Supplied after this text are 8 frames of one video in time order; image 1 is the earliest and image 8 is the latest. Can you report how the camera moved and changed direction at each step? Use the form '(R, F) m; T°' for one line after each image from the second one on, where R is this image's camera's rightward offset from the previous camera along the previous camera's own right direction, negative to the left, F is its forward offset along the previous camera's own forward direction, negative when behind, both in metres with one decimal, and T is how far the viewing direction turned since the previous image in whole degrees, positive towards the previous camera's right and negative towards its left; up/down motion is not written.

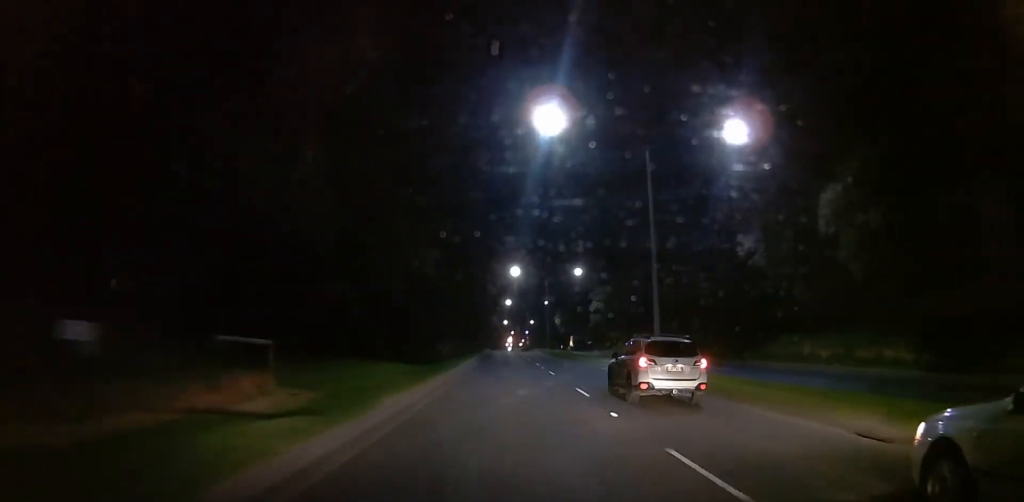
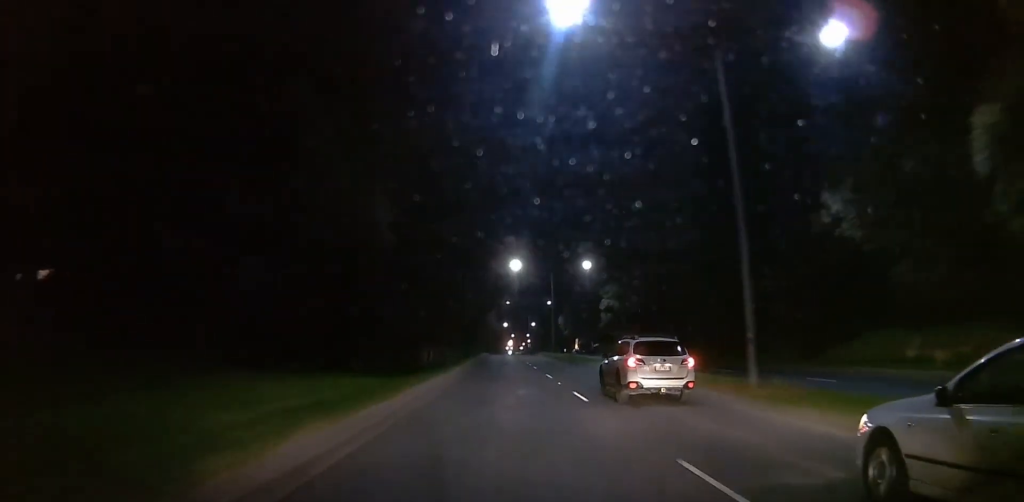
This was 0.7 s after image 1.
(0.0, +12.8) m; 0°
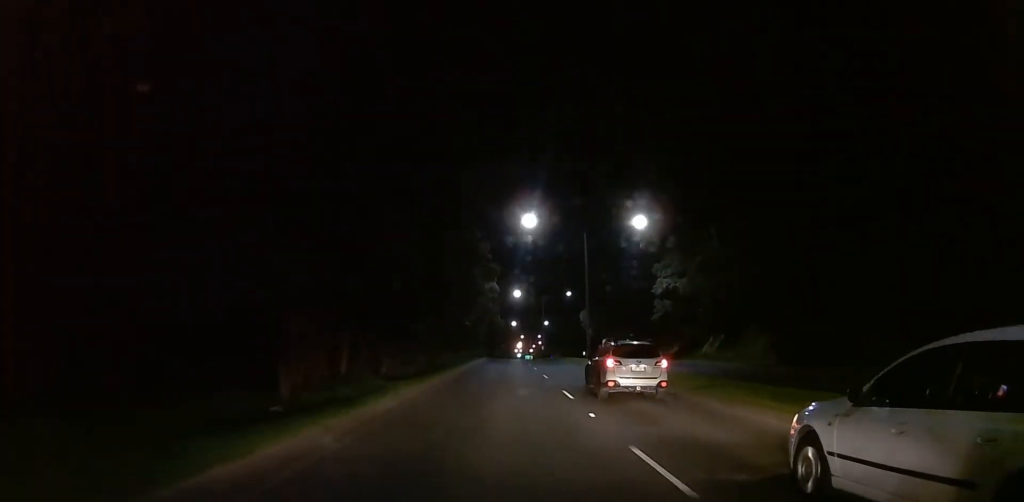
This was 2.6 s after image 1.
(+0.3, +33.1) m; 0°
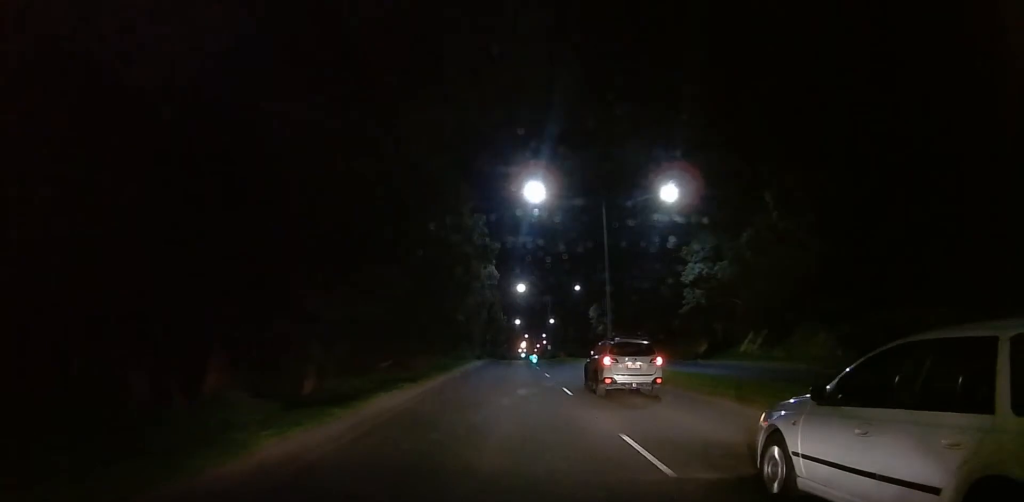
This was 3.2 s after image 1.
(0.0, +10.4) m; 0°
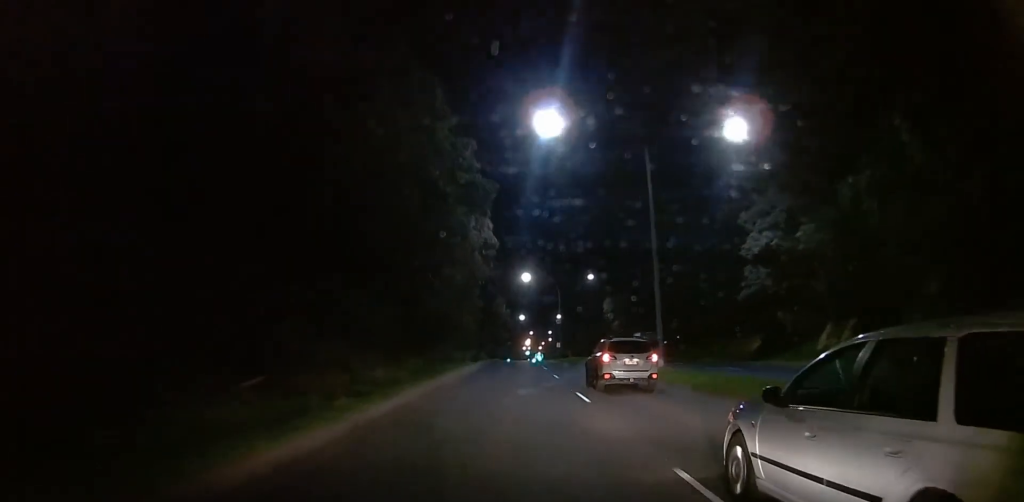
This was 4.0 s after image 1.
(0.0, +14.4) m; -3°
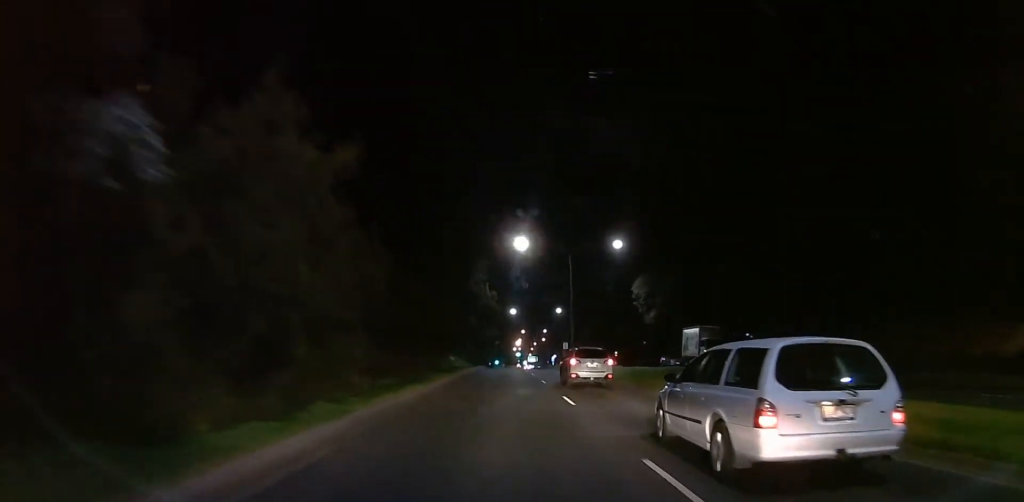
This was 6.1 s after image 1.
(-1.3, +34.9) m; +2°
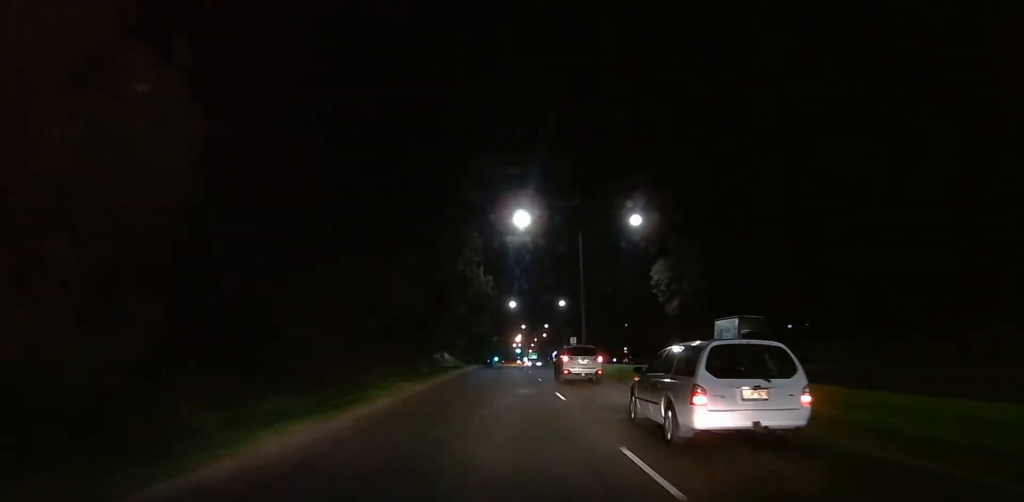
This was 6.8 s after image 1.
(+0.4, +11.7) m; +2°
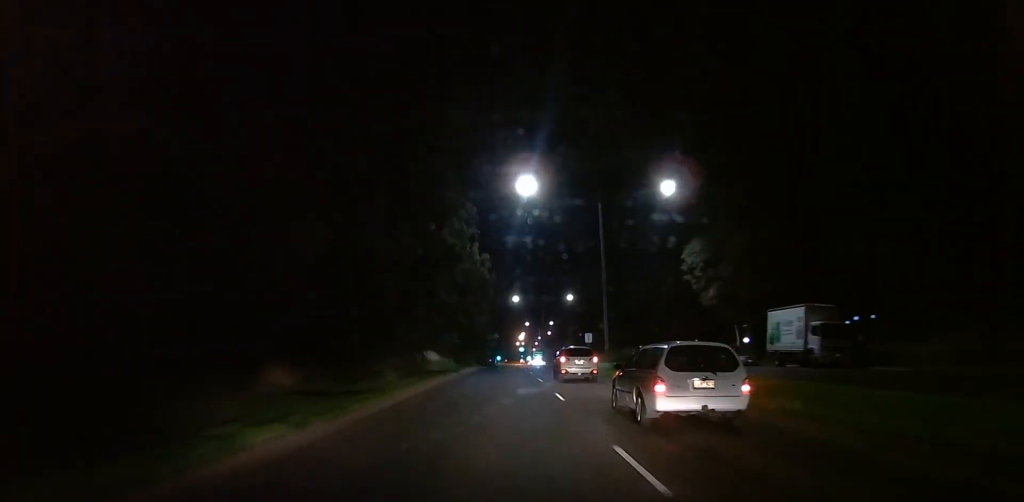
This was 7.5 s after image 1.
(+0.1, +11.6) m; 0°
